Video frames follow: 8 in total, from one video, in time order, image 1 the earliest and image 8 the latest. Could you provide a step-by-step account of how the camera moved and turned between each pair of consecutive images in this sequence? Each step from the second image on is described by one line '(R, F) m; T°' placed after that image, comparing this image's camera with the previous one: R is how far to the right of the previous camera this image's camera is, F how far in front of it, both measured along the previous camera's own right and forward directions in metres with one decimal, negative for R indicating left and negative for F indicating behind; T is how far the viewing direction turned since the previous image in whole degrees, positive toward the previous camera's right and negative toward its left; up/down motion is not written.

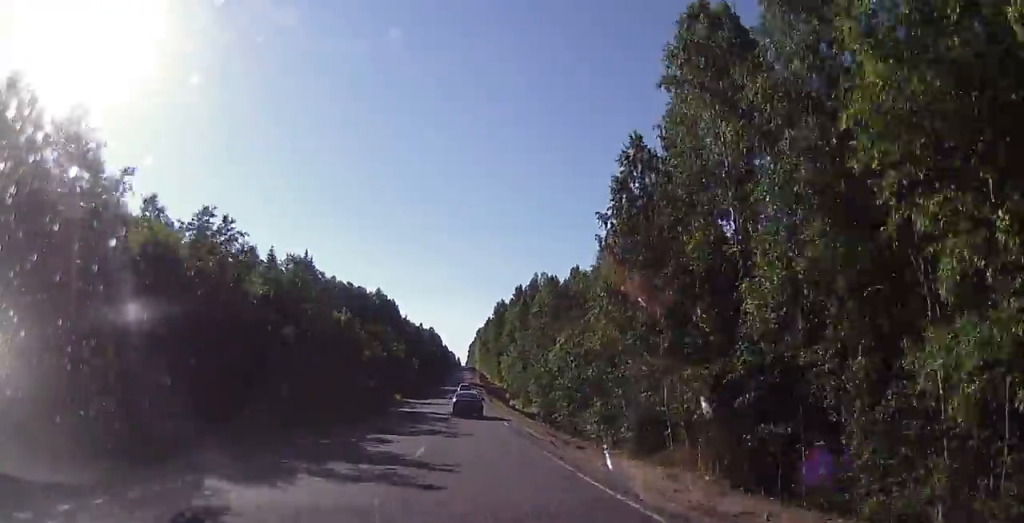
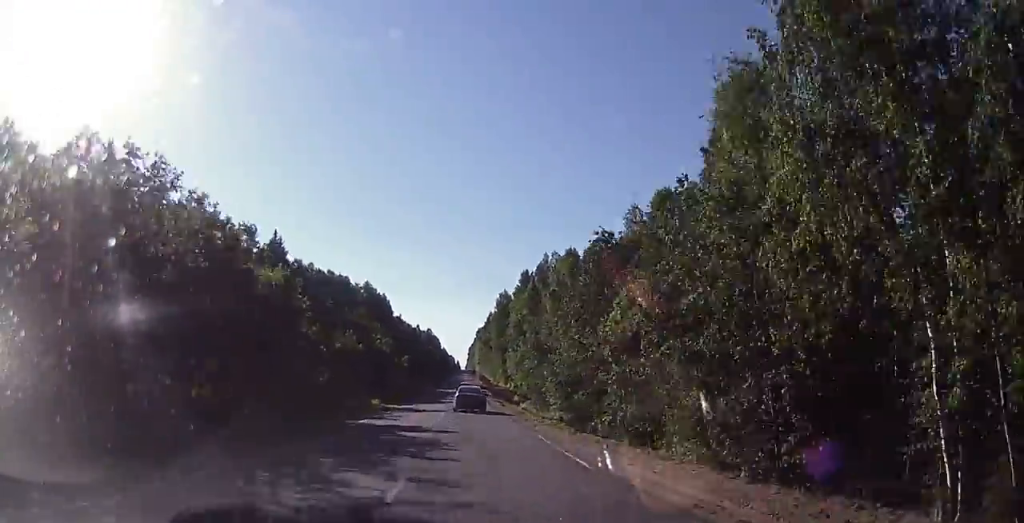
(+0.5, +17.9) m; +1°
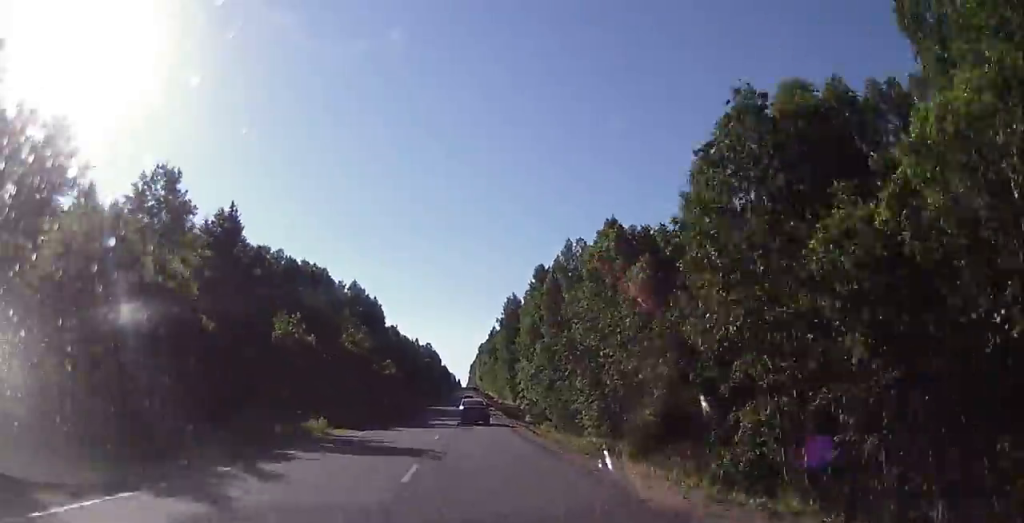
(+0.2, +20.6) m; 0°
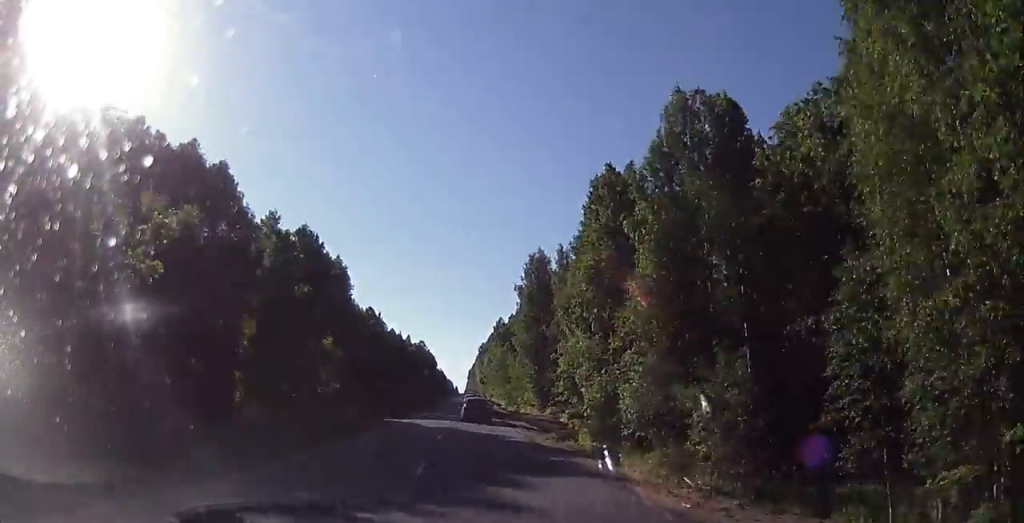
(-0.6, +44.2) m; 0°
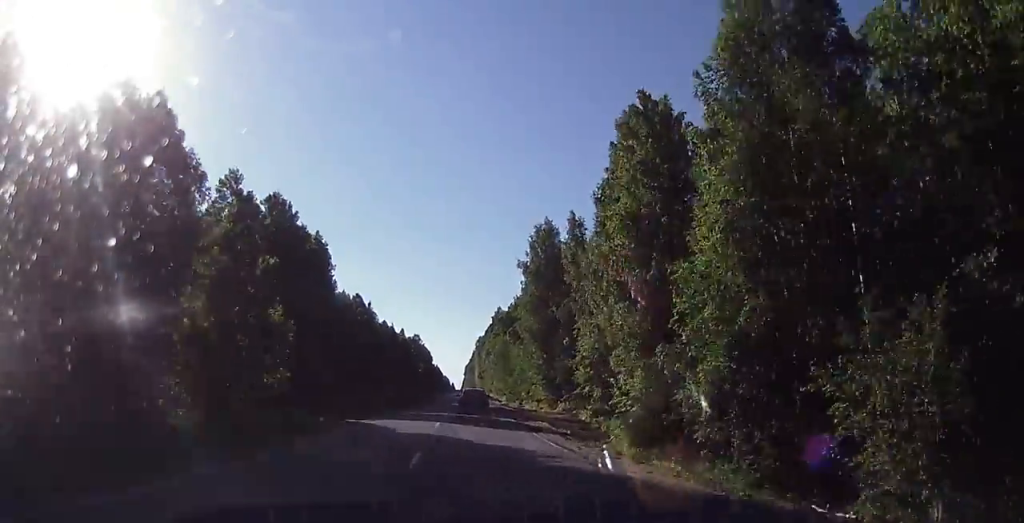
(+0.1, +12.2) m; +1°
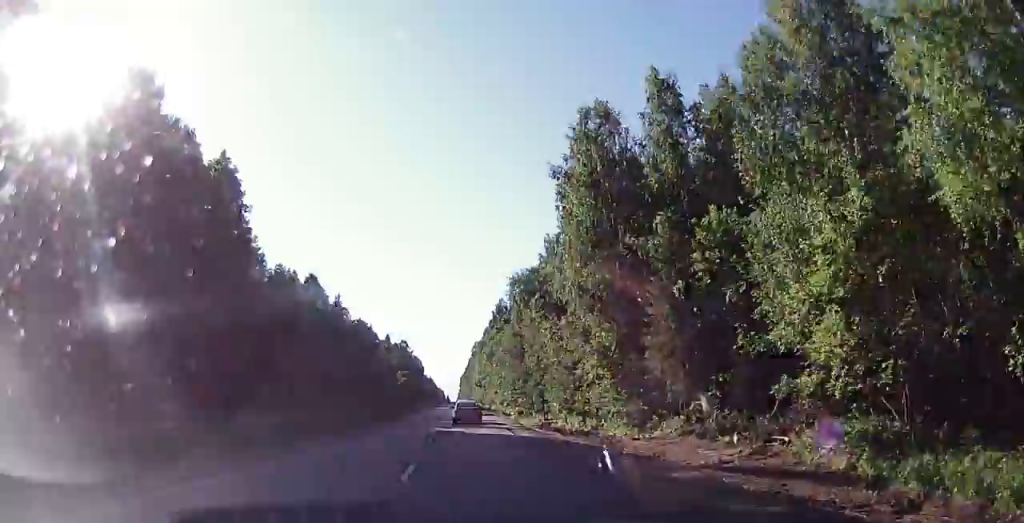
(+1.2, +35.0) m; +4°
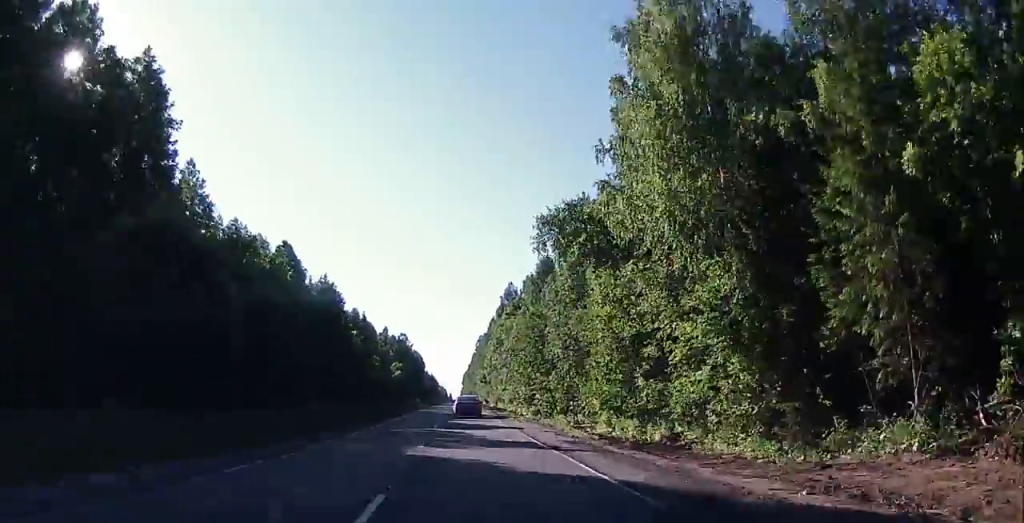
(+0.4, +17.2) m; +1°
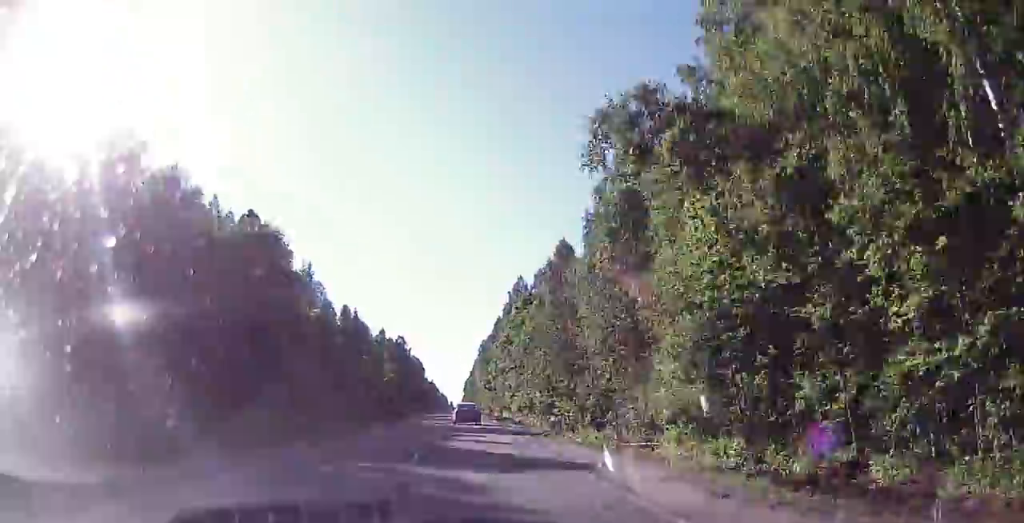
(0.0, +15.0) m; 0°
